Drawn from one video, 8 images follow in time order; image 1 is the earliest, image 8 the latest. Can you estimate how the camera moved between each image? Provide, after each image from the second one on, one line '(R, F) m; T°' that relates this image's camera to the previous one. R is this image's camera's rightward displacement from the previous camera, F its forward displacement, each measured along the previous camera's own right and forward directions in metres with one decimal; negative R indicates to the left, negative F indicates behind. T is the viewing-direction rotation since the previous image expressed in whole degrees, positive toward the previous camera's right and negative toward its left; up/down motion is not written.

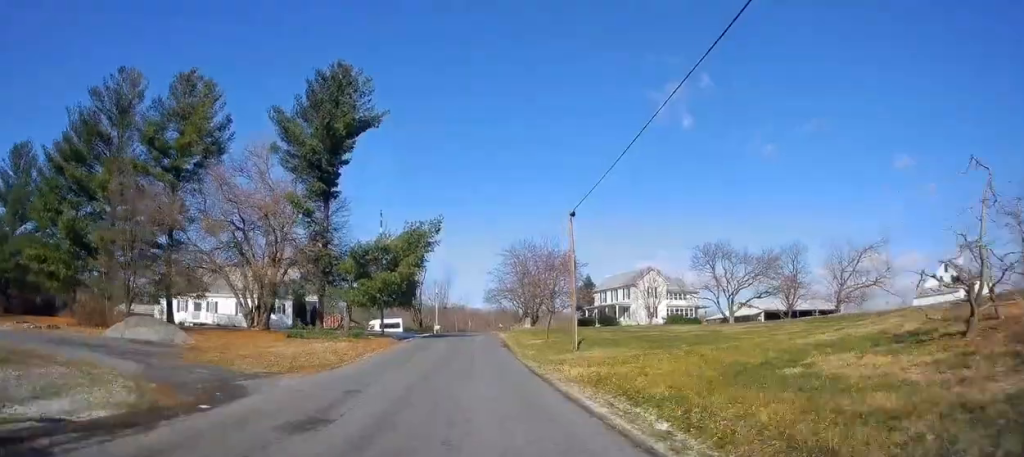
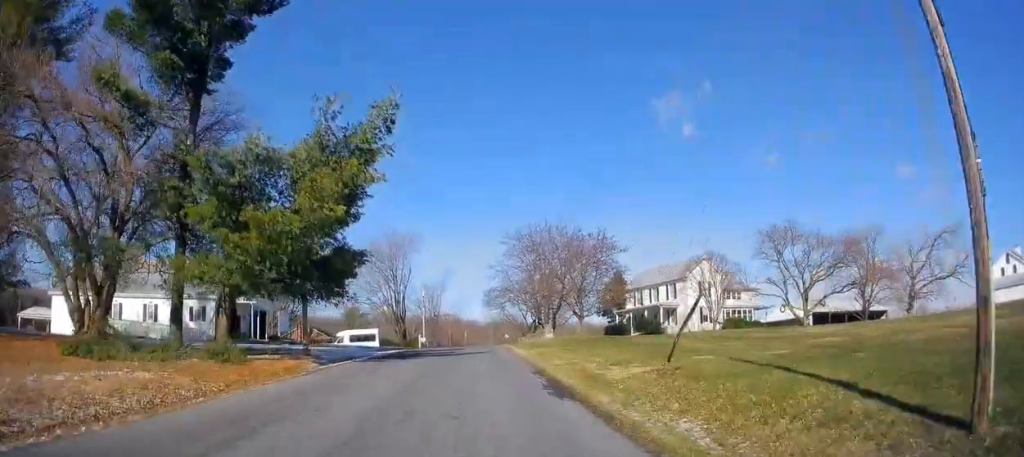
(+0.2, +20.1) m; 0°
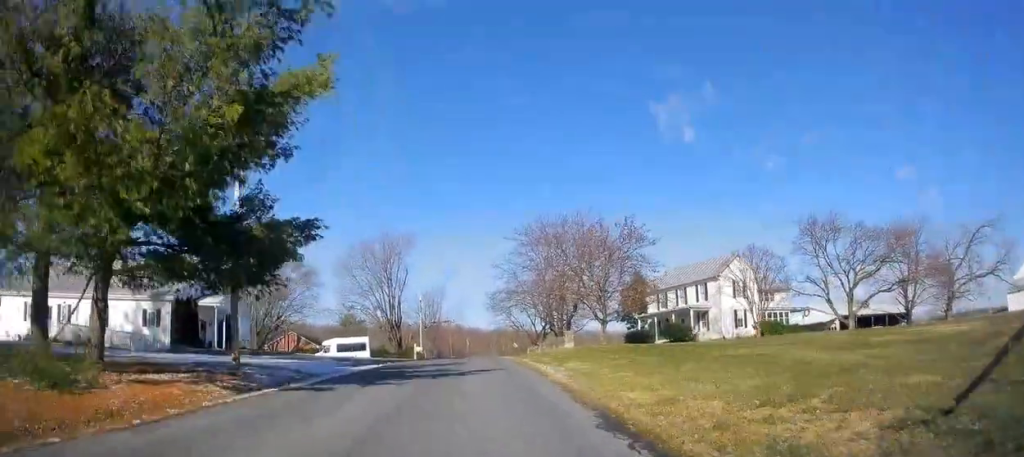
(-0.1, +8.1) m; 0°
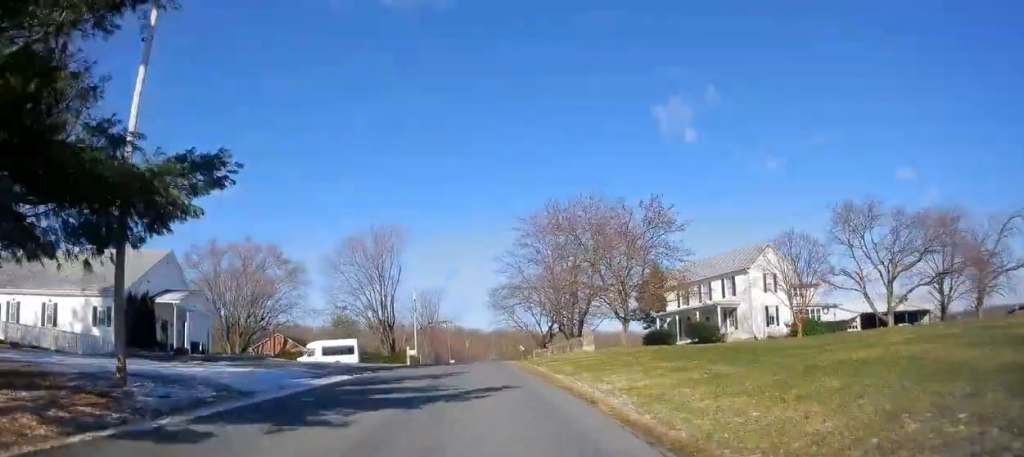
(+0.2, +6.4) m; -1°
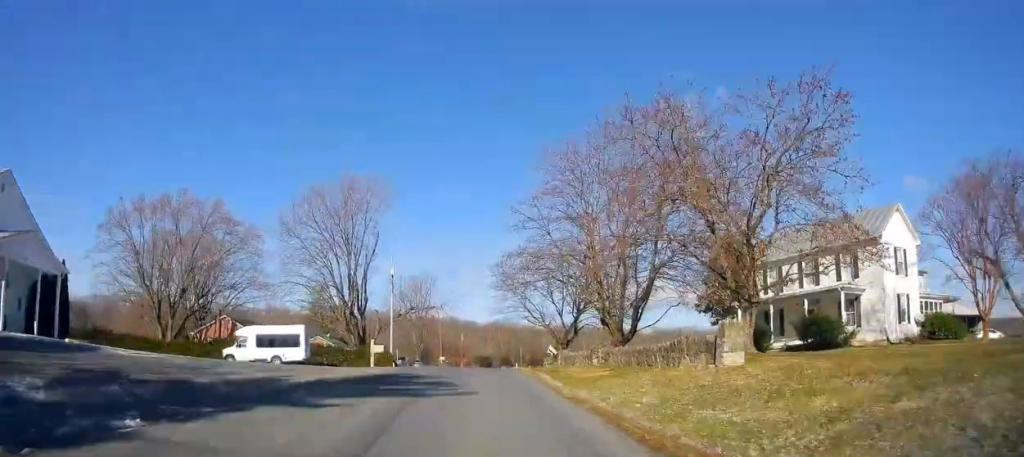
(-0.5, +17.5) m; 0°
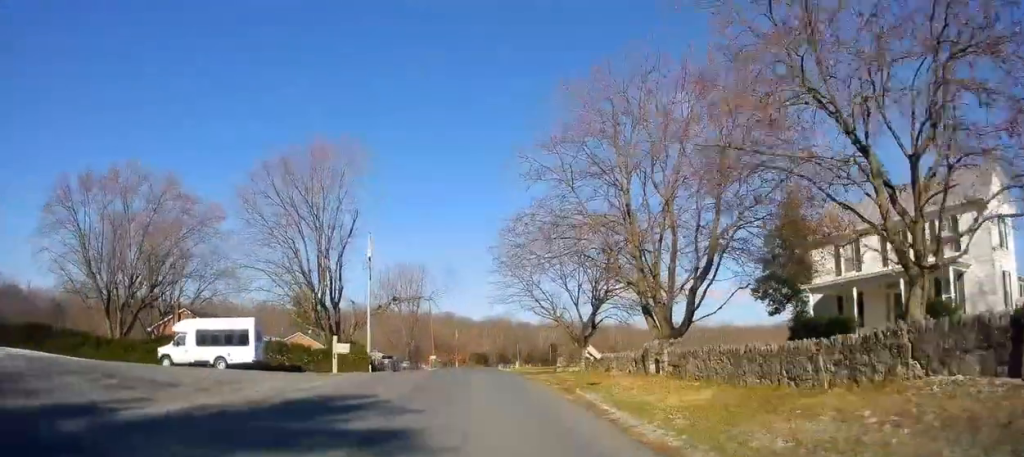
(+0.3, +9.0) m; +1°
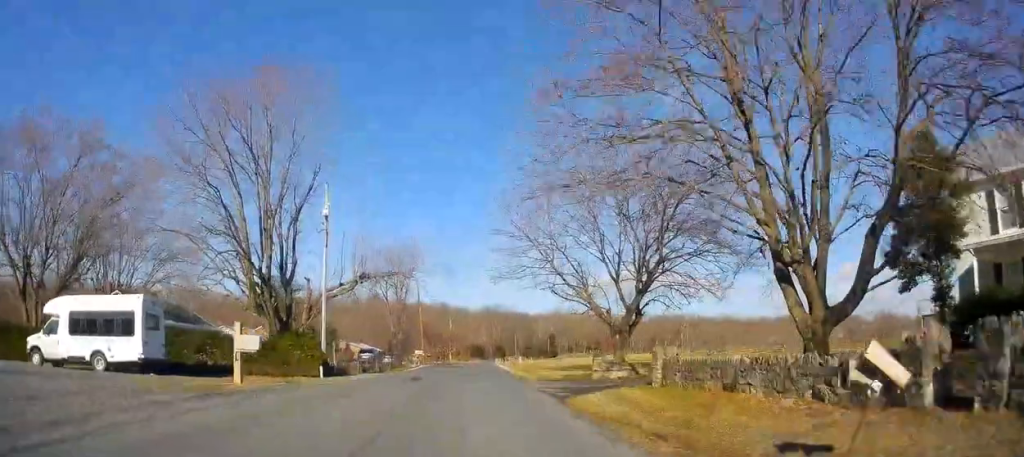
(+0.4, +11.6) m; +1°
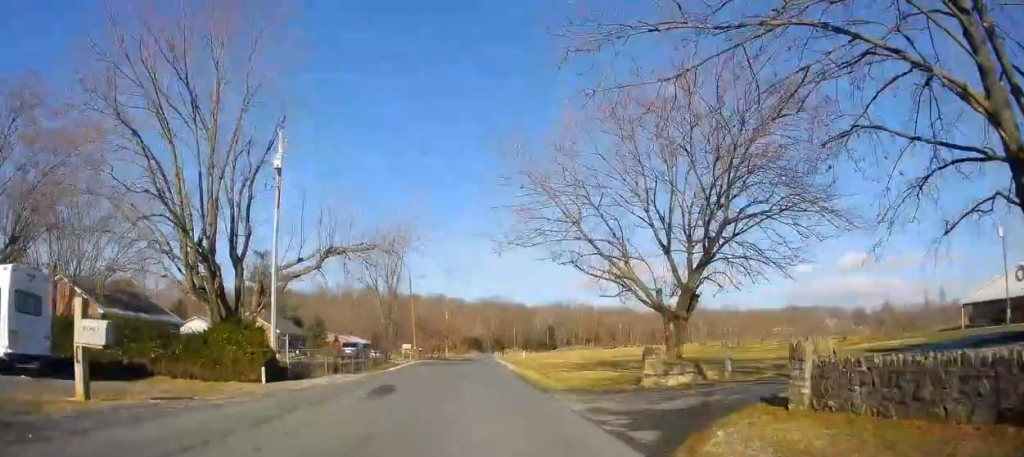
(-0.2, +7.4) m; 0°
